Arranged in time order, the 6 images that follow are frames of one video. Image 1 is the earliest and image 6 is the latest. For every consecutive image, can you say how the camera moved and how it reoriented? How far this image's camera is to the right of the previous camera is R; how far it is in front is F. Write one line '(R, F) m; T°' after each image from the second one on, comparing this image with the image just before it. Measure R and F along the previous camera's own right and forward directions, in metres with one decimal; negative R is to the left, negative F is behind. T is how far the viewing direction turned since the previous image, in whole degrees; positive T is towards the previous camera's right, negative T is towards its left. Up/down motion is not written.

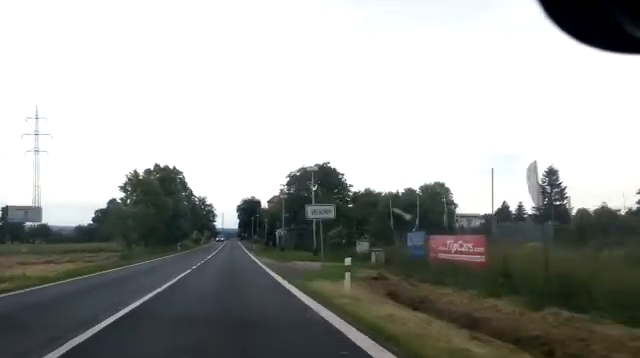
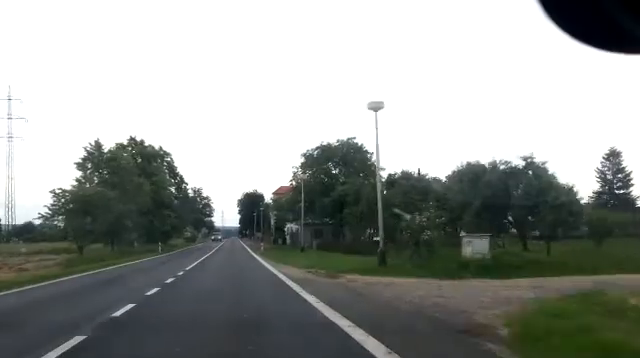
(+0.2, +15.4) m; 0°
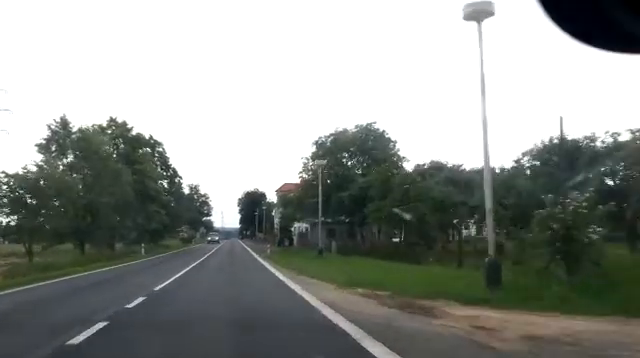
(0.0, +8.0) m; 0°
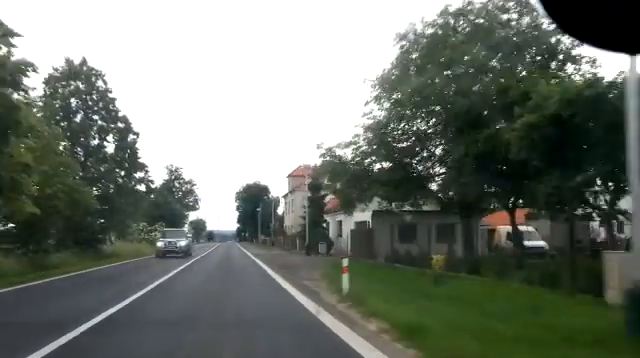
(-0.2, +25.4) m; 0°
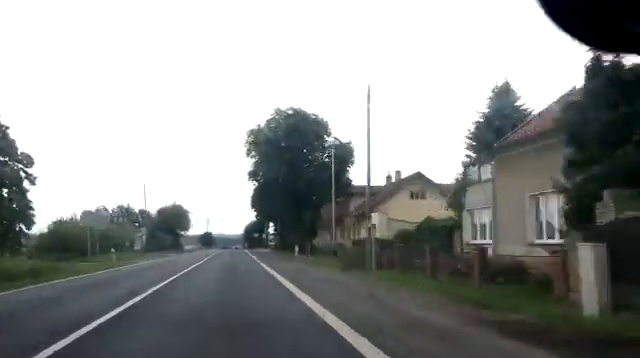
(+0.7, +65.7) m; 0°
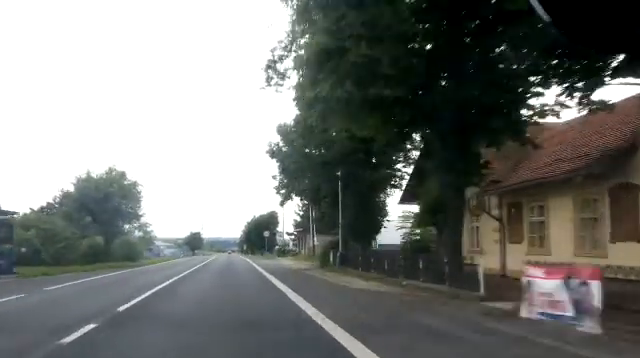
(+0.5, +35.1) m; +1°
